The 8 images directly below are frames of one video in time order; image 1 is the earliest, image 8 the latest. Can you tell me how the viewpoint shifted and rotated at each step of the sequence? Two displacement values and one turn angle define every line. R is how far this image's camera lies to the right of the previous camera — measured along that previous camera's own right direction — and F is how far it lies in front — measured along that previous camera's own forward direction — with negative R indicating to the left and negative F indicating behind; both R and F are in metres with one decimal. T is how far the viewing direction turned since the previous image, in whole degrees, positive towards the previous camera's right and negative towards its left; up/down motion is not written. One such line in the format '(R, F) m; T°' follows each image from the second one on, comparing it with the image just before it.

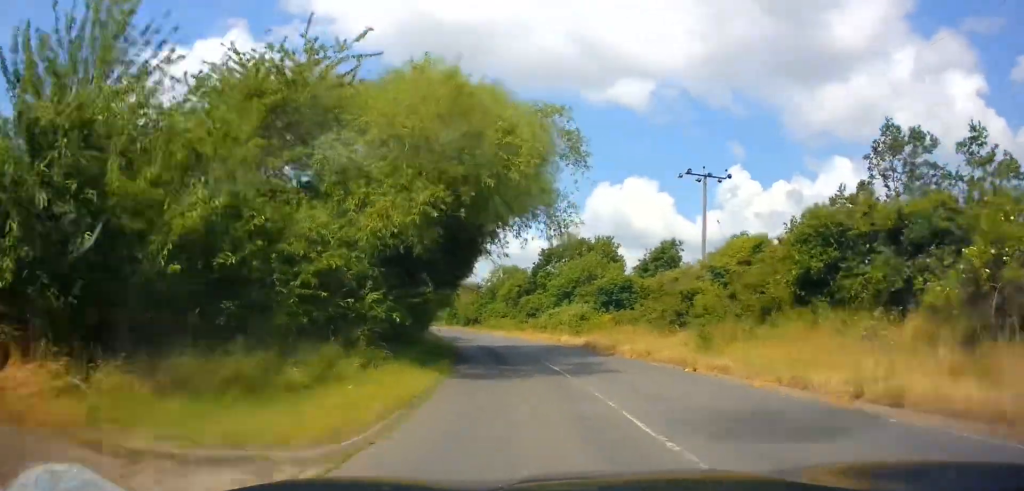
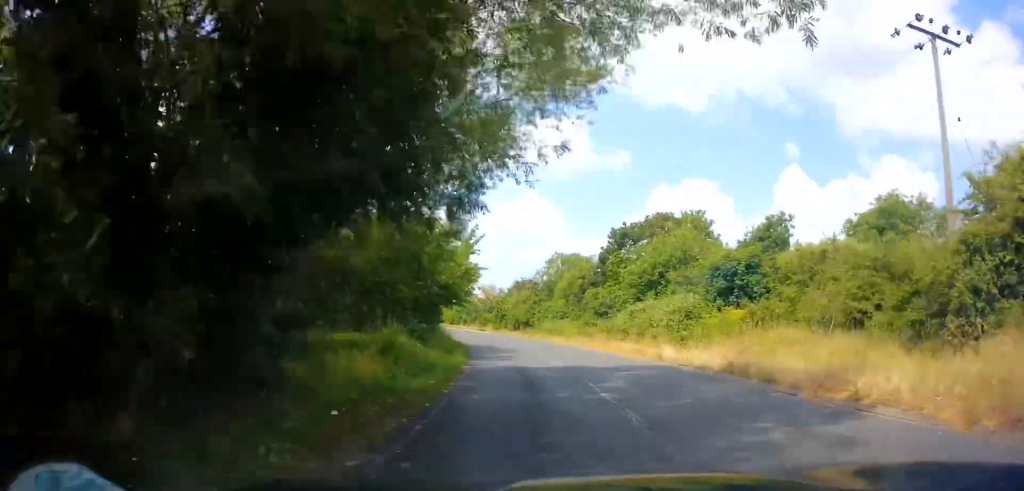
(-0.4, +14.6) m; -5°
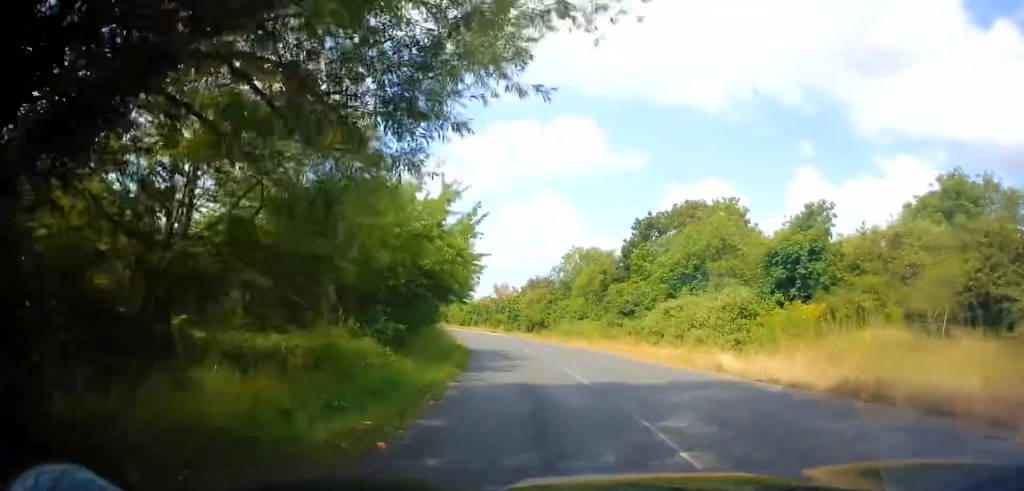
(0.0, +4.9) m; -2°
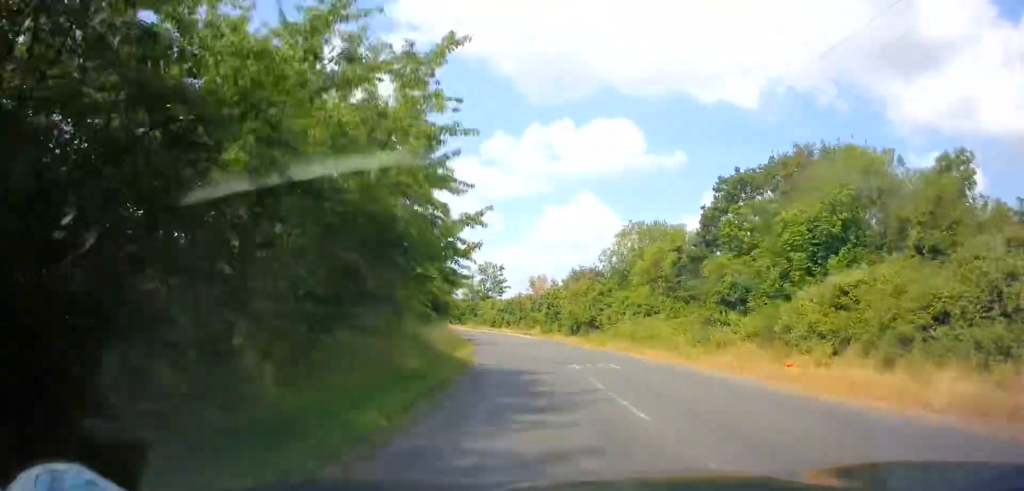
(-0.6, +12.5) m; -4°
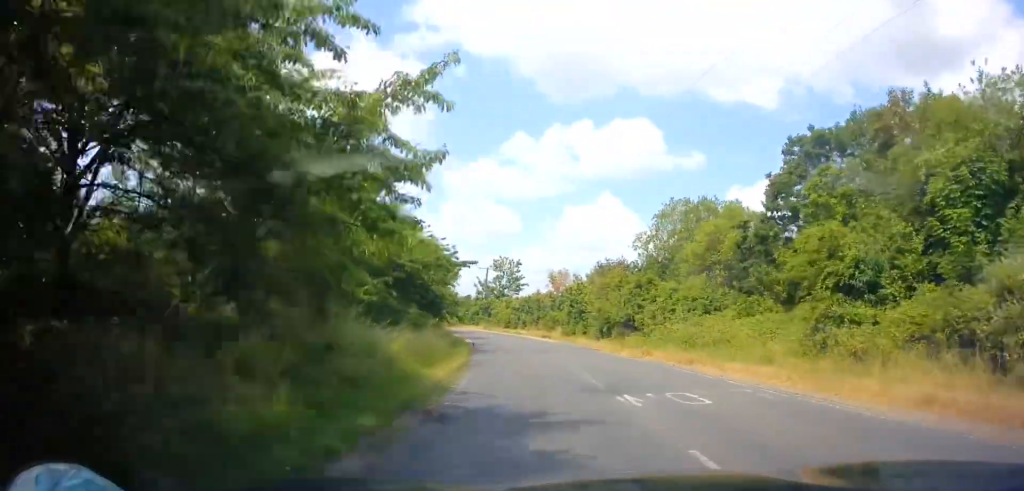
(0.0, +7.4) m; -2°
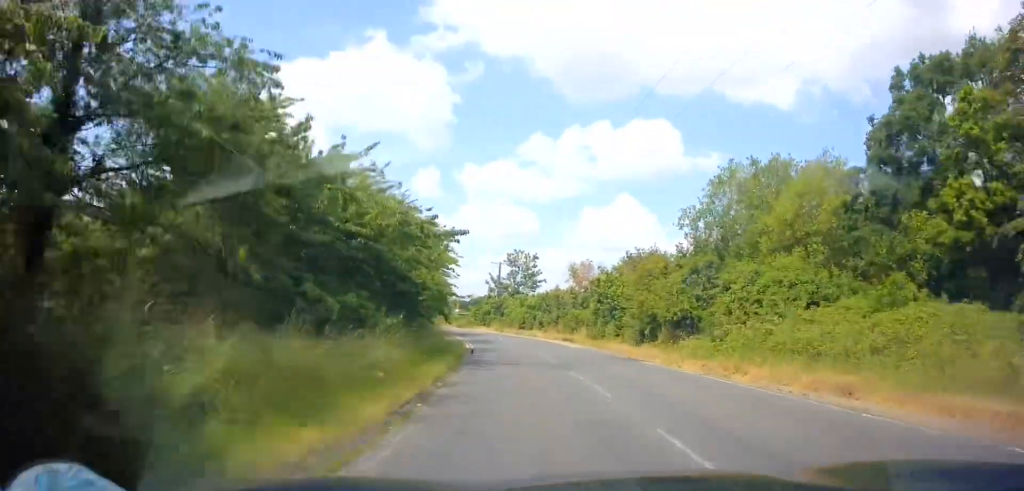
(0.0, +7.8) m; -2°
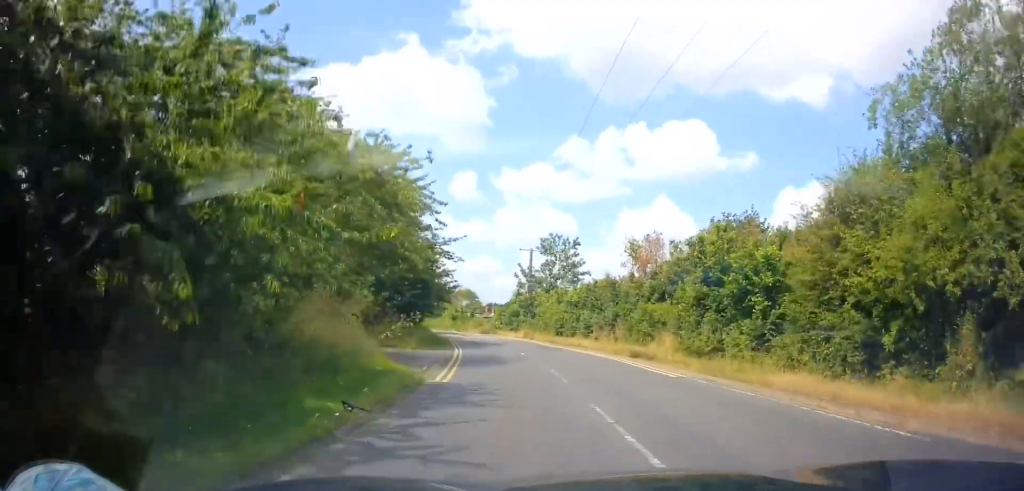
(-0.6, +15.3) m; -4°
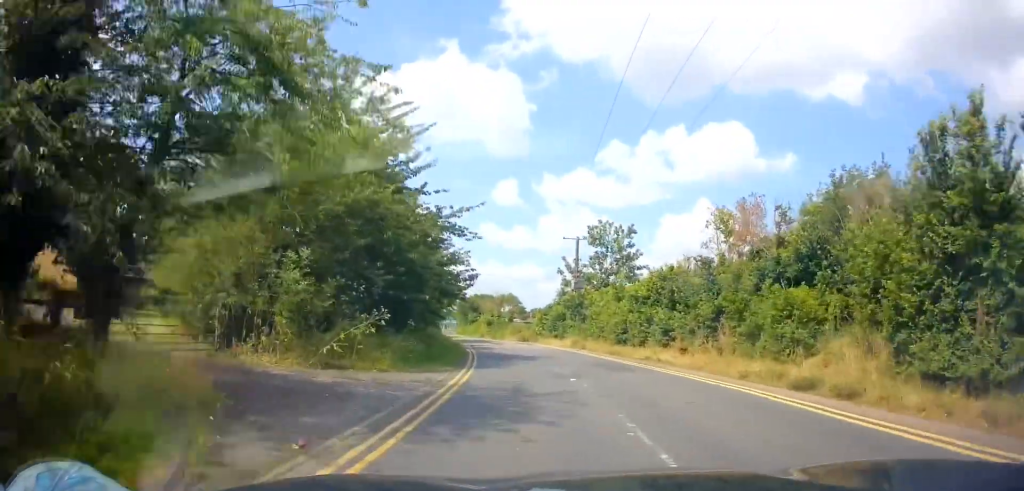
(-0.2, +10.4) m; -4°
